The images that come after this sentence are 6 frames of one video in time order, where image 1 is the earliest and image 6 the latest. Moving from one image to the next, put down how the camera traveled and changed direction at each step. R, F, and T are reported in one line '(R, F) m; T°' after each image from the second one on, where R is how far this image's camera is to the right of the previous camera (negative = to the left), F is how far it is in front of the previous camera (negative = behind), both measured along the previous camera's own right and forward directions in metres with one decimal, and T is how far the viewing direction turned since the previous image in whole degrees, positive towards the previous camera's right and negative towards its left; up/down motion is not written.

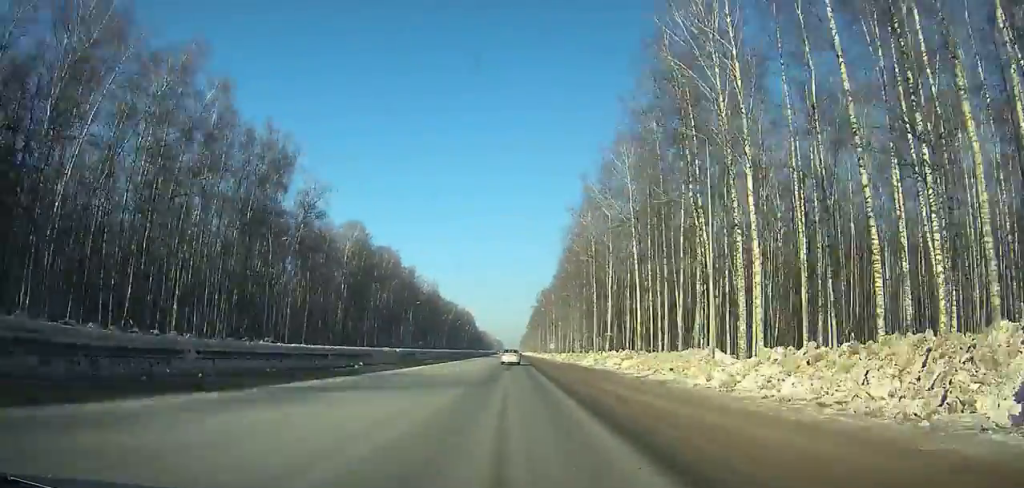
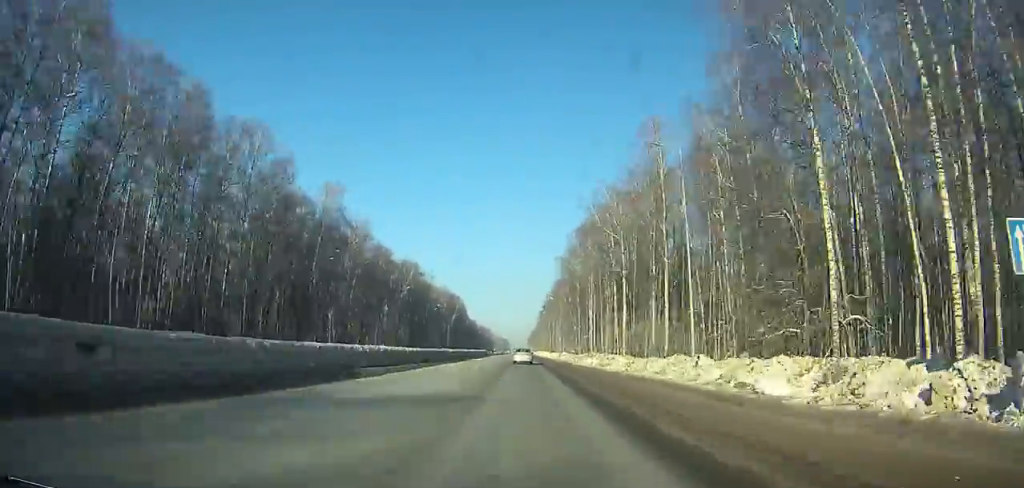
(-0.7, +117.5) m; 0°
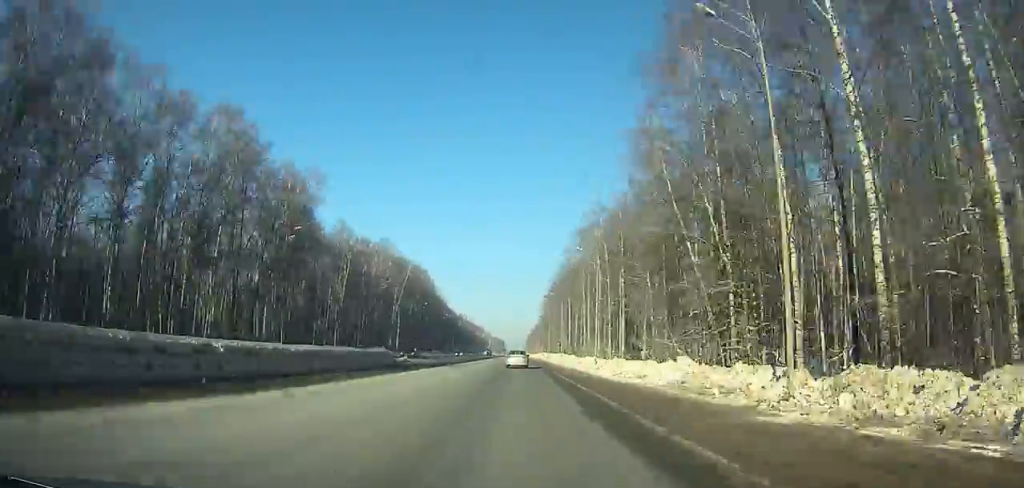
(+0.3, +91.1) m; 0°
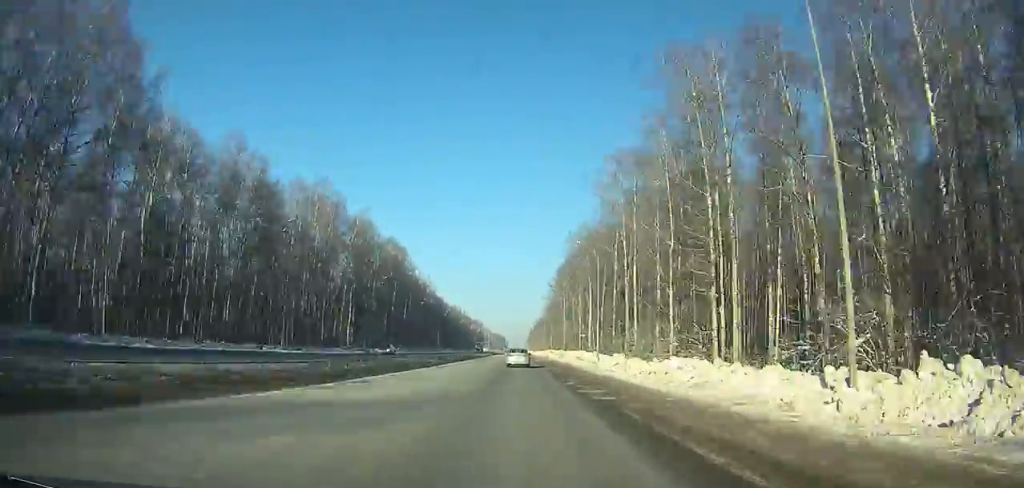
(0.0, +41.9) m; 0°
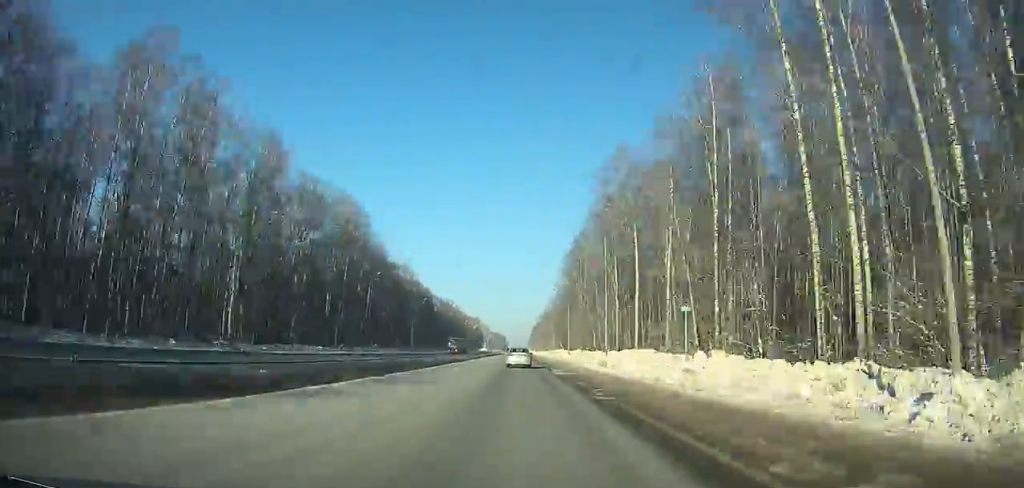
(0.0, +44.0) m; 0°
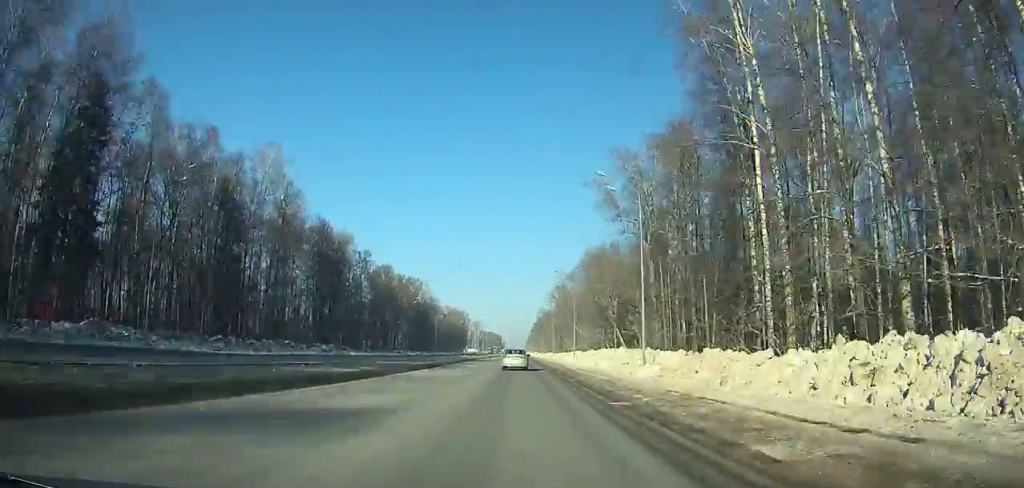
(+0.1, +93.9) m; 0°
